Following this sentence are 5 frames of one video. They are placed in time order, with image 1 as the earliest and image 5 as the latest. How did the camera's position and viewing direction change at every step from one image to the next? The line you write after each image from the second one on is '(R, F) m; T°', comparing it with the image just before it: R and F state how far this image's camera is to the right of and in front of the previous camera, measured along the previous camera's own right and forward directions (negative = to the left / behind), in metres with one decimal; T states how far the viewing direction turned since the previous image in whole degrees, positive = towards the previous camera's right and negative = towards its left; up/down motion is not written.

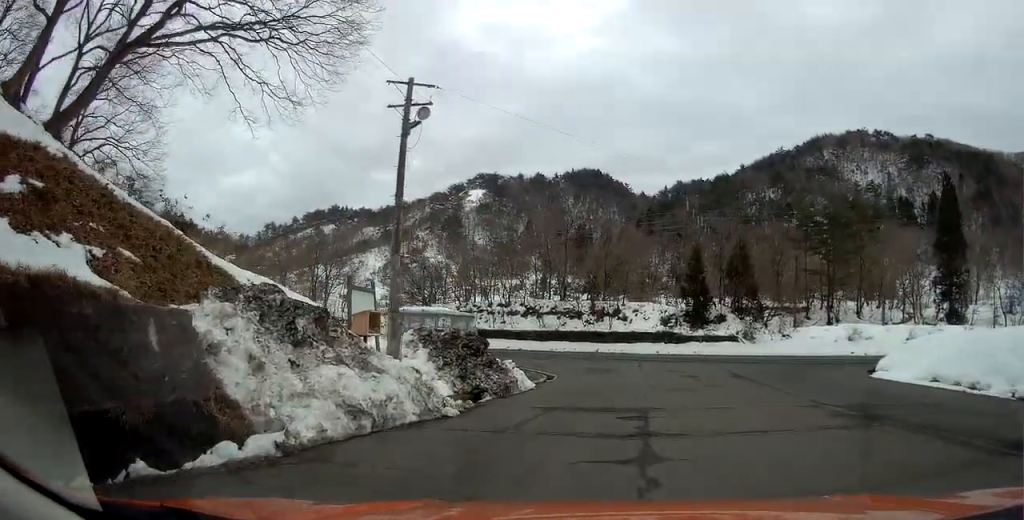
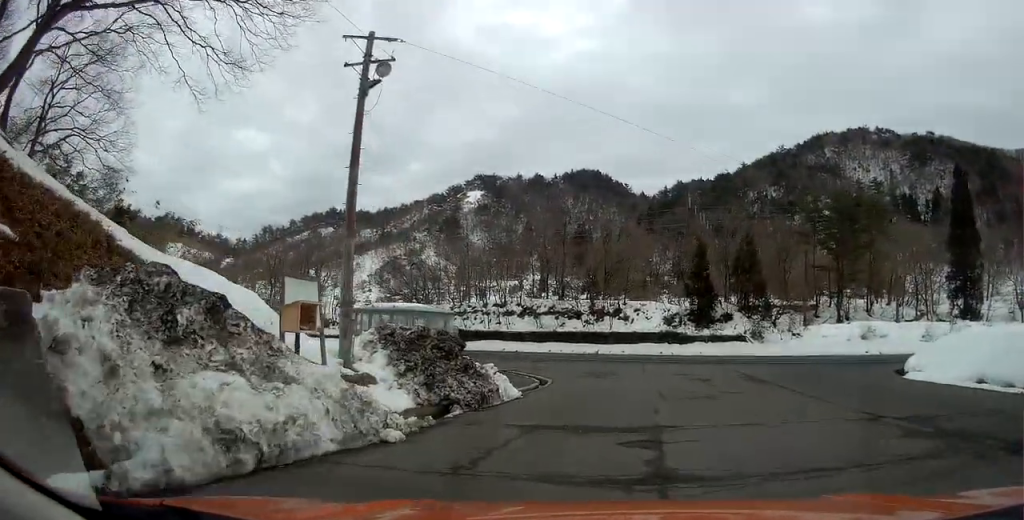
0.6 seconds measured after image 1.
(0.0, +3.6) m; 0°
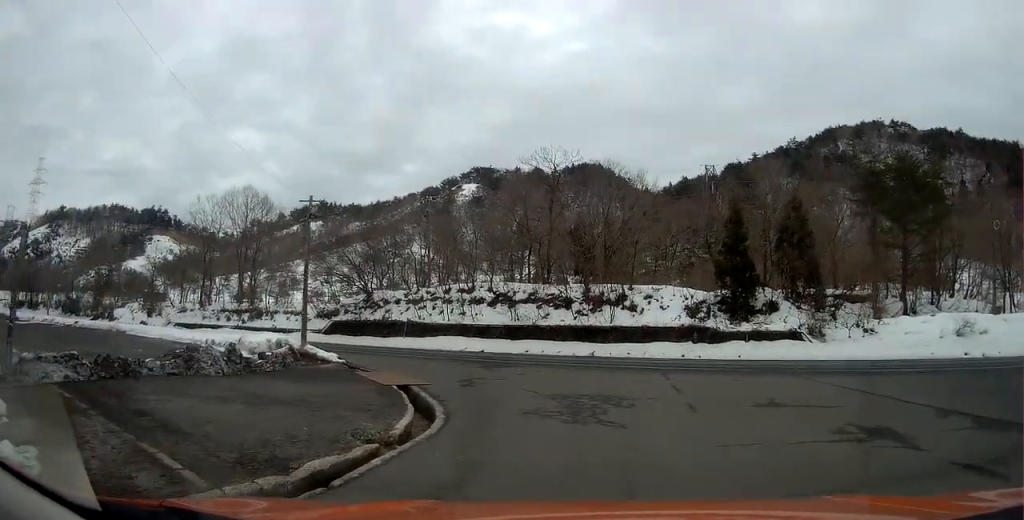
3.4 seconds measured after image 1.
(0.0, +18.2) m; -2°
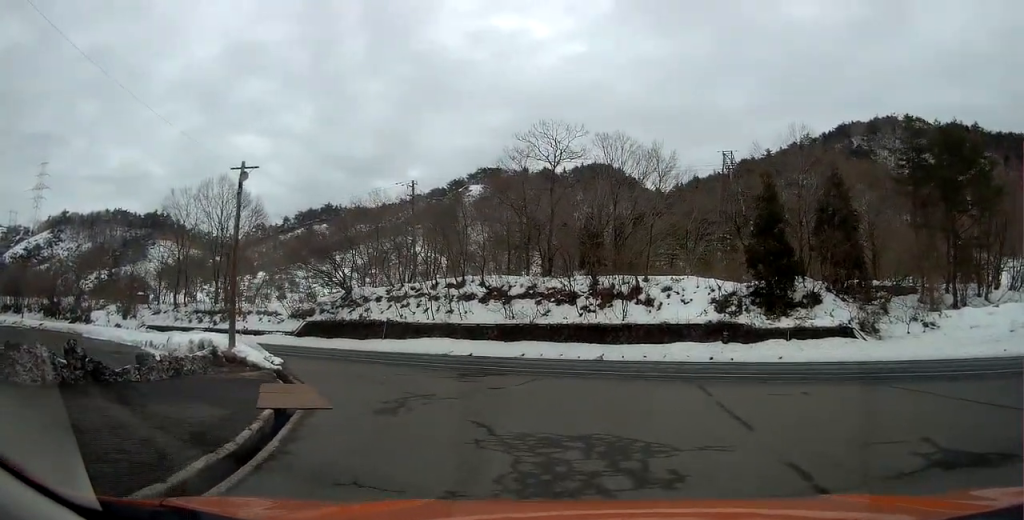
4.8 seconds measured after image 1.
(-0.2, +7.5) m; -2°
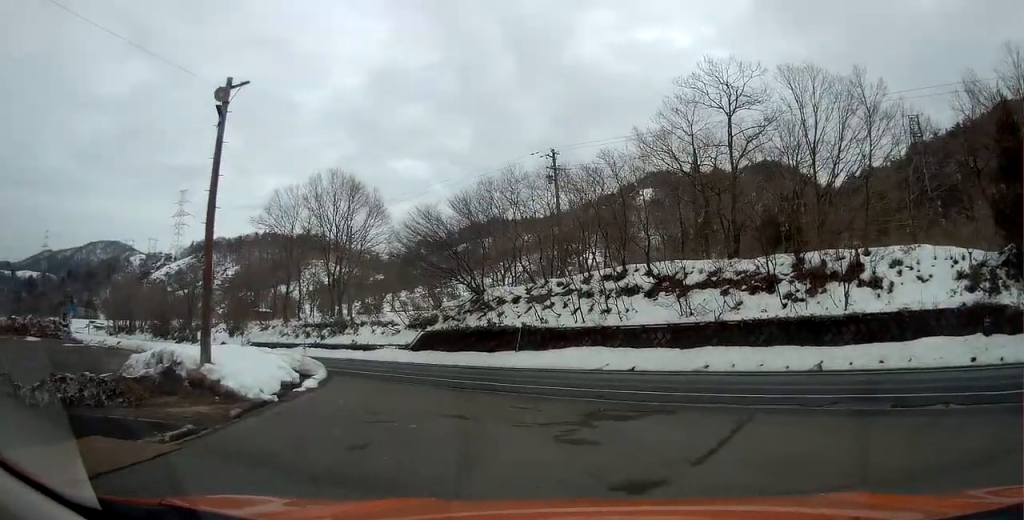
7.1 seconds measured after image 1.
(-1.2, +11.5) m; -16°
